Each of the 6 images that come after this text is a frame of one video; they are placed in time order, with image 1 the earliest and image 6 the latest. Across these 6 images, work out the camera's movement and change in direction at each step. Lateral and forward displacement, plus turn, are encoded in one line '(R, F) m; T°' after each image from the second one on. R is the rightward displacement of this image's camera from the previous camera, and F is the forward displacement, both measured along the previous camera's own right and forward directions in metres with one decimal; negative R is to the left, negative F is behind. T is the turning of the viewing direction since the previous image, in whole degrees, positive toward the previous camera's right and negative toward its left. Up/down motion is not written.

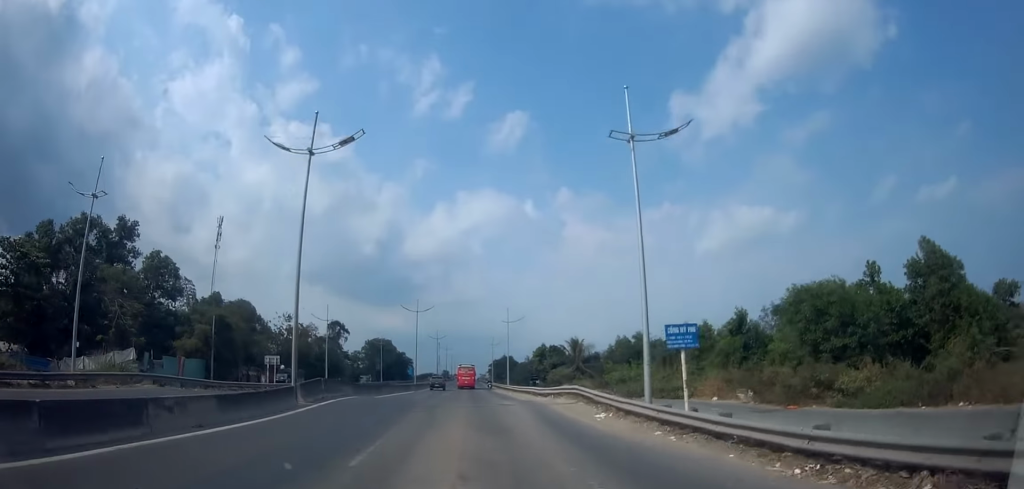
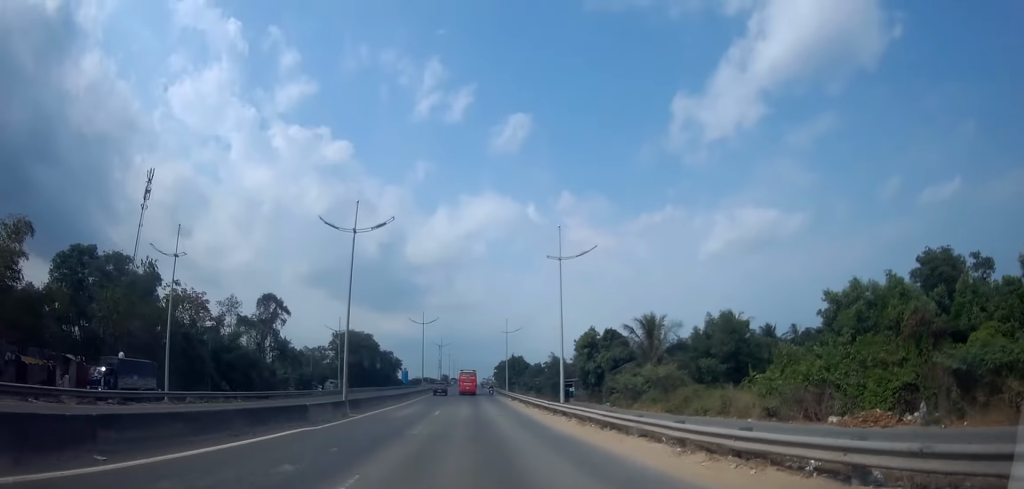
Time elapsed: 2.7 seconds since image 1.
(-0.8, +36.0) m; -2°
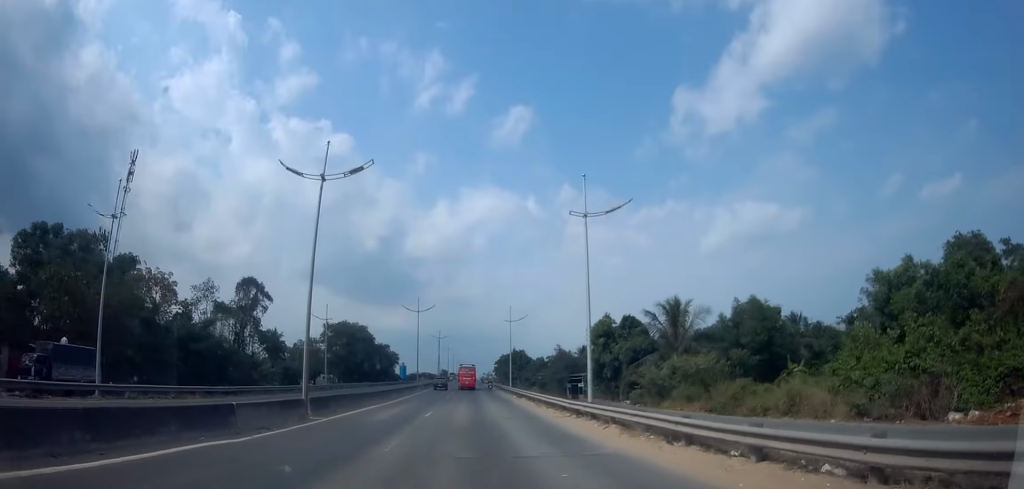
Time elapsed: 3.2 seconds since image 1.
(-0.1, +6.3) m; 0°
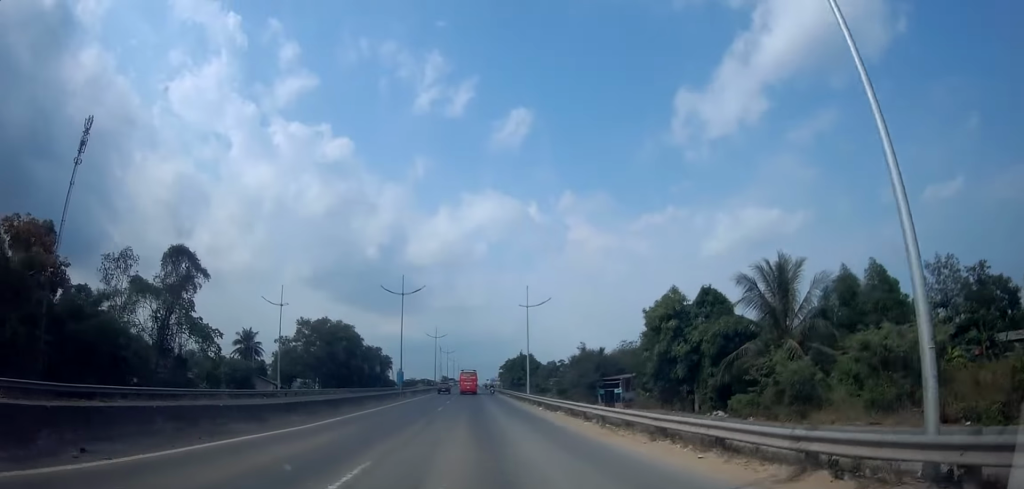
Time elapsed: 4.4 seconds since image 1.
(-0.2, +16.6) m; 0°
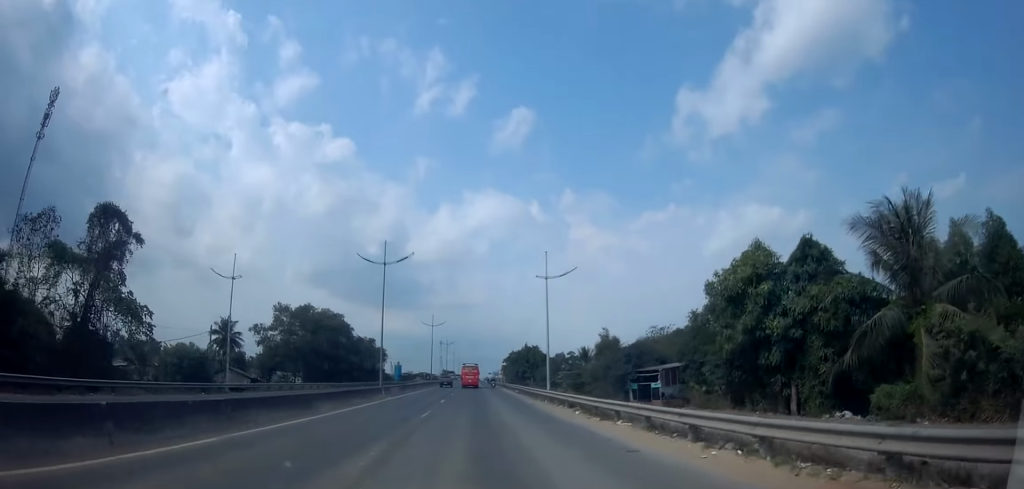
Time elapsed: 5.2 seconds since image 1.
(+0.1, +10.7) m; 0°
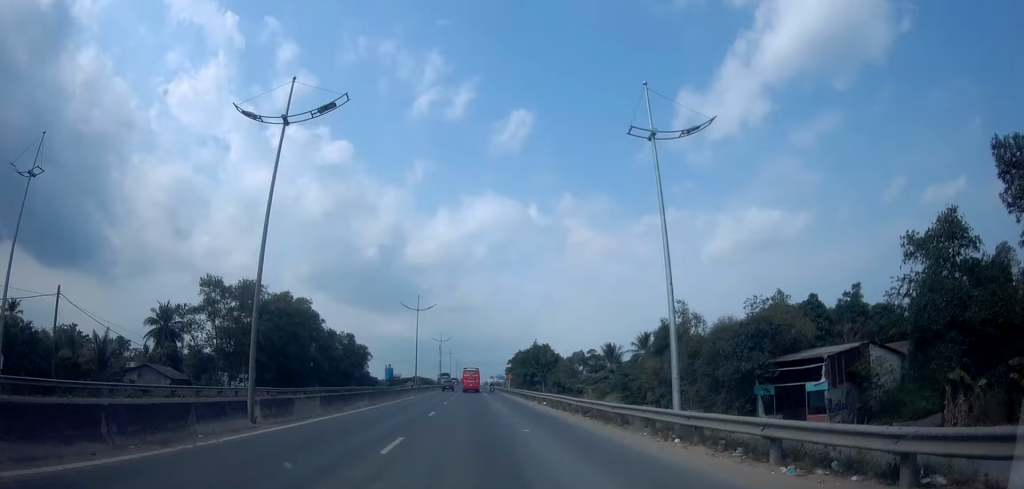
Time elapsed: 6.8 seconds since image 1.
(+0.2, +21.4) m; +3°
